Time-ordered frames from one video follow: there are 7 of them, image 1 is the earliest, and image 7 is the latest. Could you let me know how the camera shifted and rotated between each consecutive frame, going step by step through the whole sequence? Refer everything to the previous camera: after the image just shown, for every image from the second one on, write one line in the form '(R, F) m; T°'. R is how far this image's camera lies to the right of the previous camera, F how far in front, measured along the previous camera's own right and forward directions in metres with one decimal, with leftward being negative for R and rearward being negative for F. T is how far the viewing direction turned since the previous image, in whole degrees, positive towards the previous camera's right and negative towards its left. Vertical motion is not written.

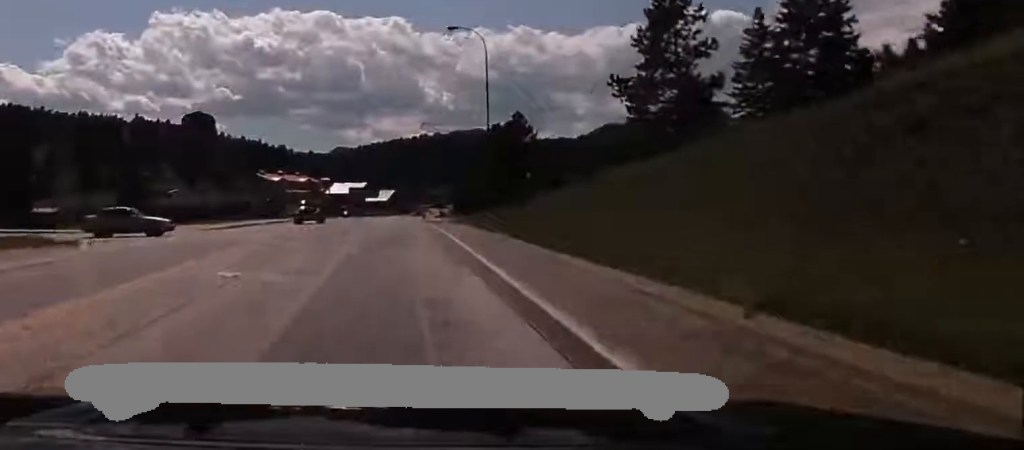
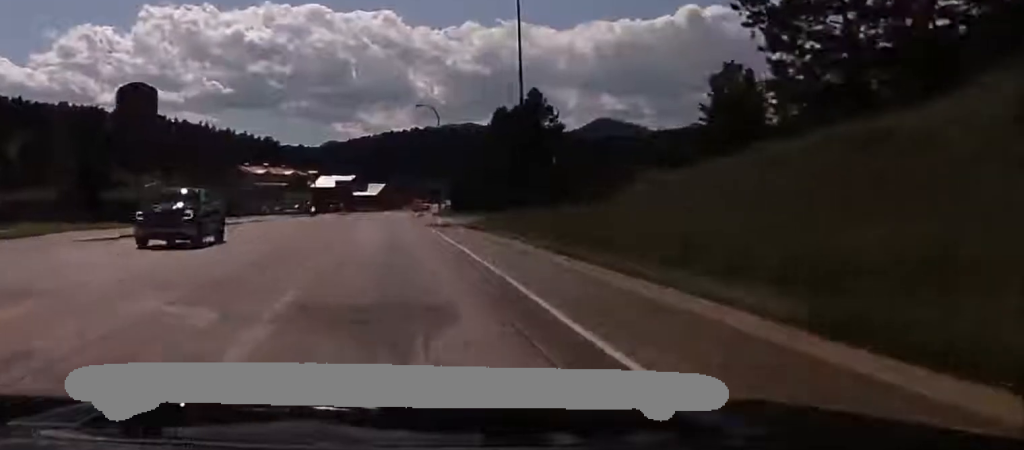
(-0.3, +16.5) m; -2°
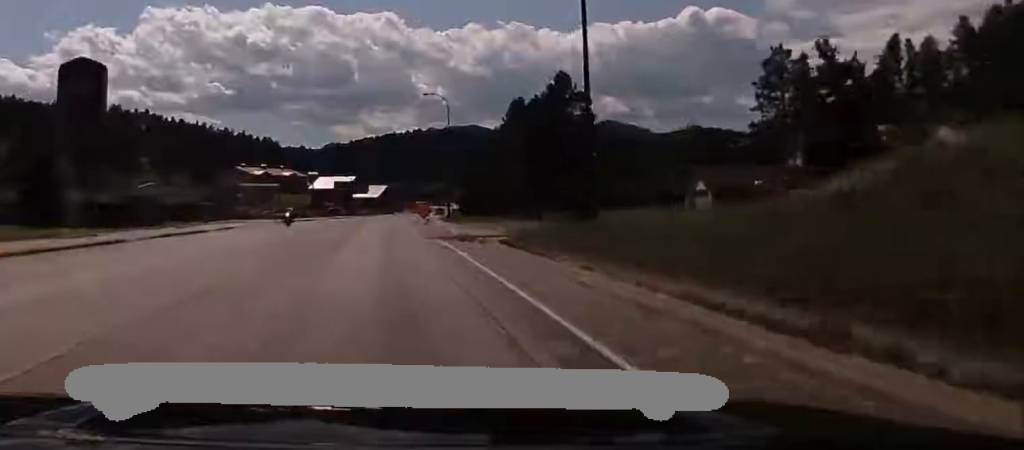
(-0.1, +12.5) m; 0°
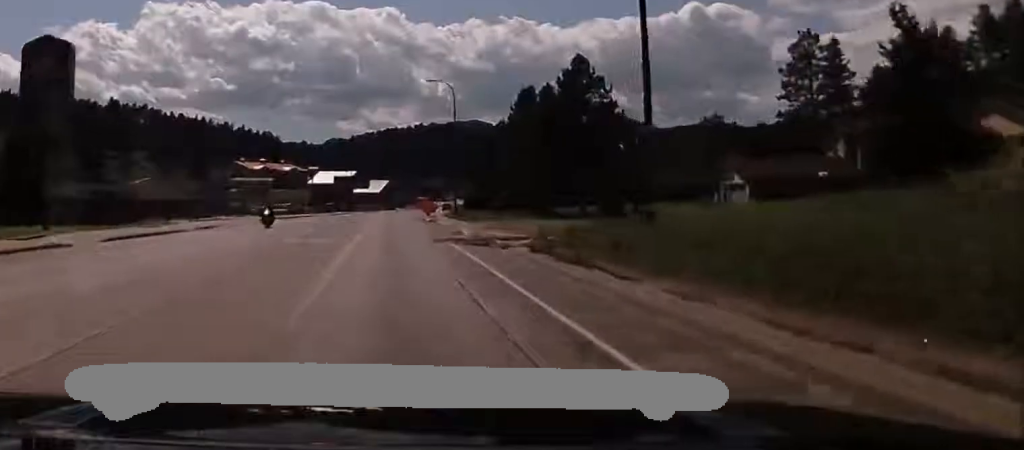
(0.0, +6.1) m; 0°
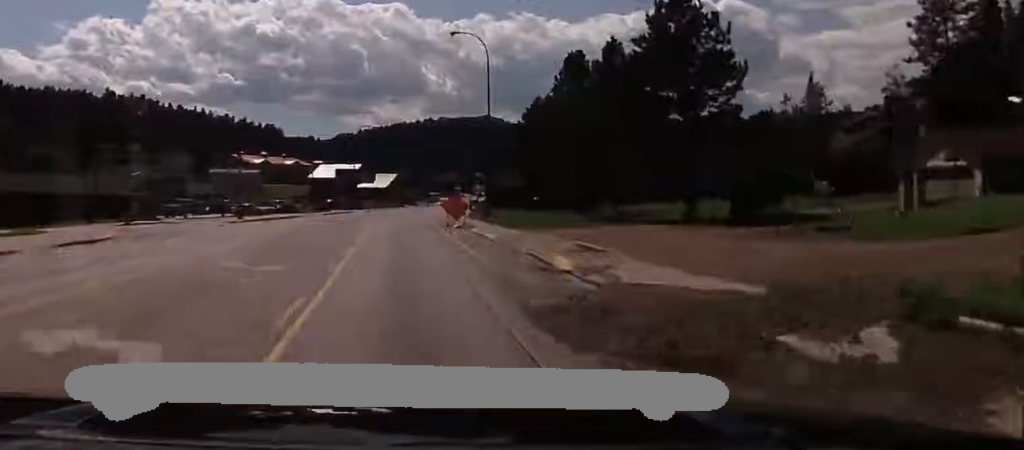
(-0.1, +22.5) m; +1°
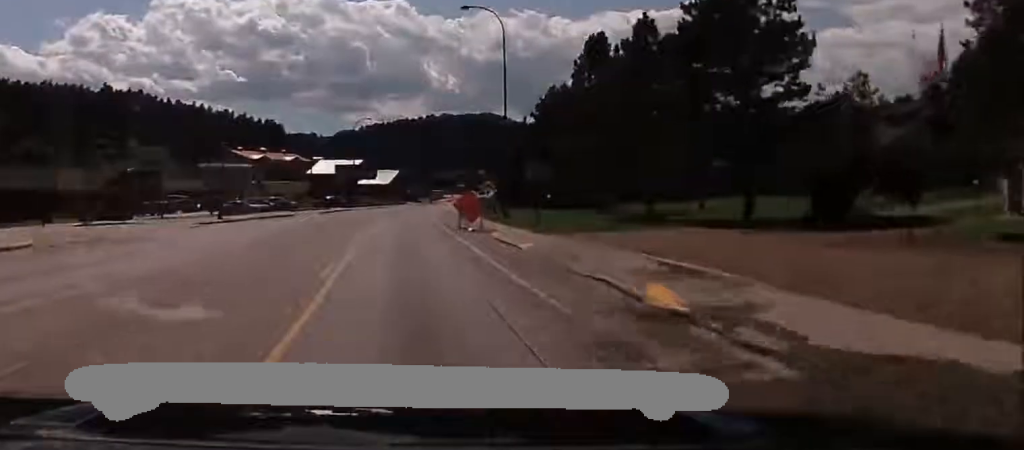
(+0.1, +7.8) m; 0°
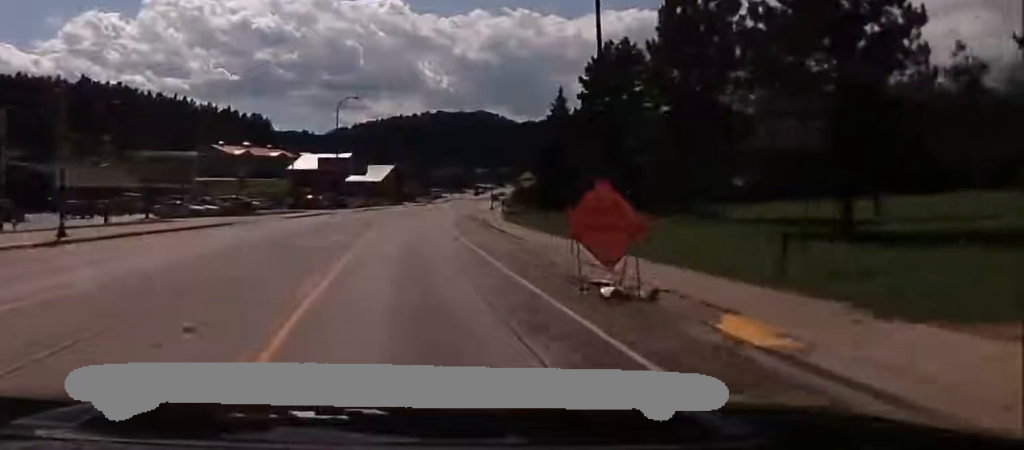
(-0.3, +27.0) m; -1°
